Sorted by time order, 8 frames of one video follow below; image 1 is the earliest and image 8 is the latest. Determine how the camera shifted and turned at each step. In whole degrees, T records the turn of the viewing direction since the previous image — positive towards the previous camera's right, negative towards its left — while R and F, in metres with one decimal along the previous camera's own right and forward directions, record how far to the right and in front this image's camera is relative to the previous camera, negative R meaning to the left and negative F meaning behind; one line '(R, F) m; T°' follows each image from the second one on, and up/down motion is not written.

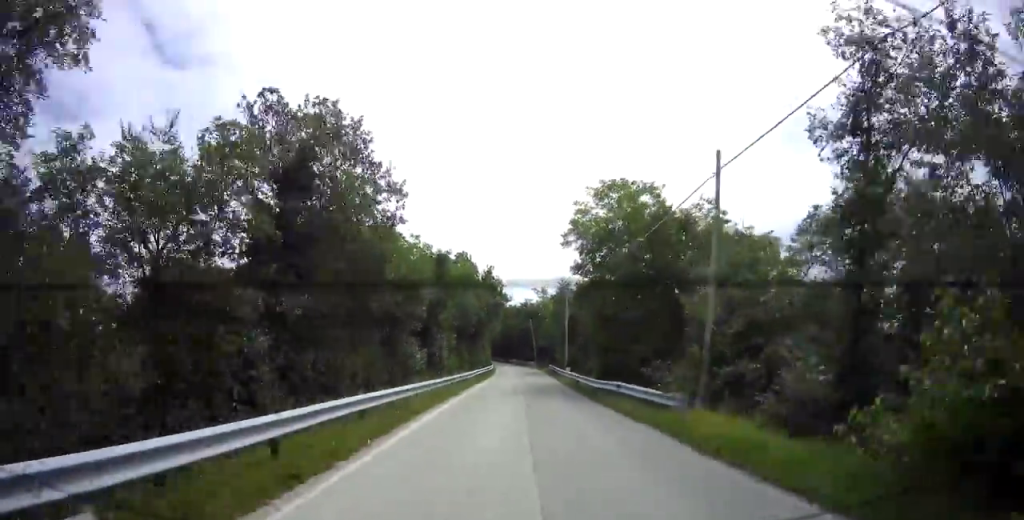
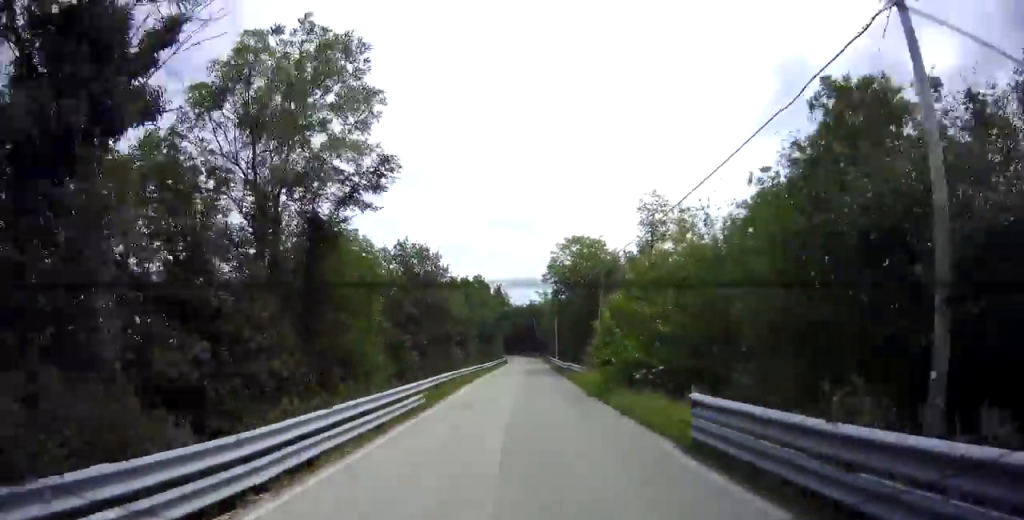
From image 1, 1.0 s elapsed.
(+0.3, +15.0) m; -1°
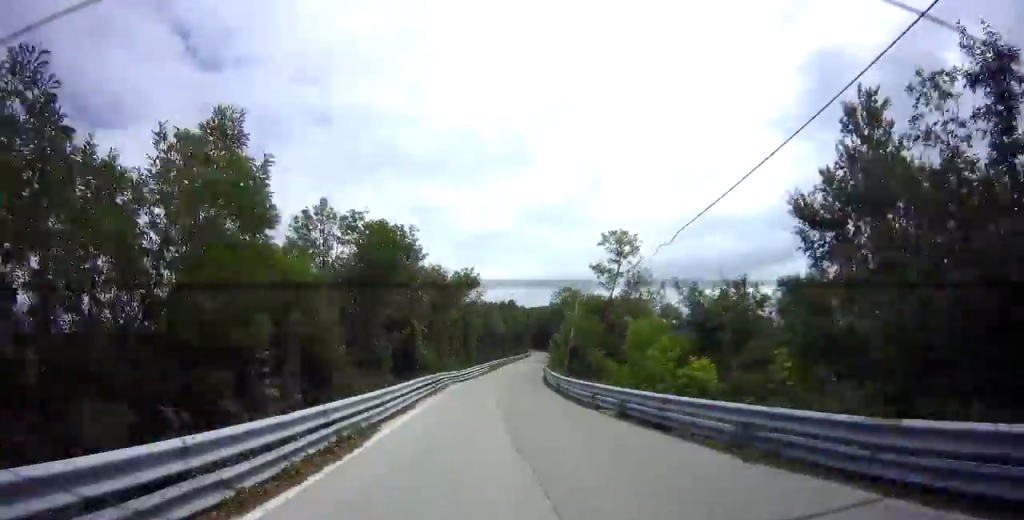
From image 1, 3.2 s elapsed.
(-0.6, +32.6) m; +1°
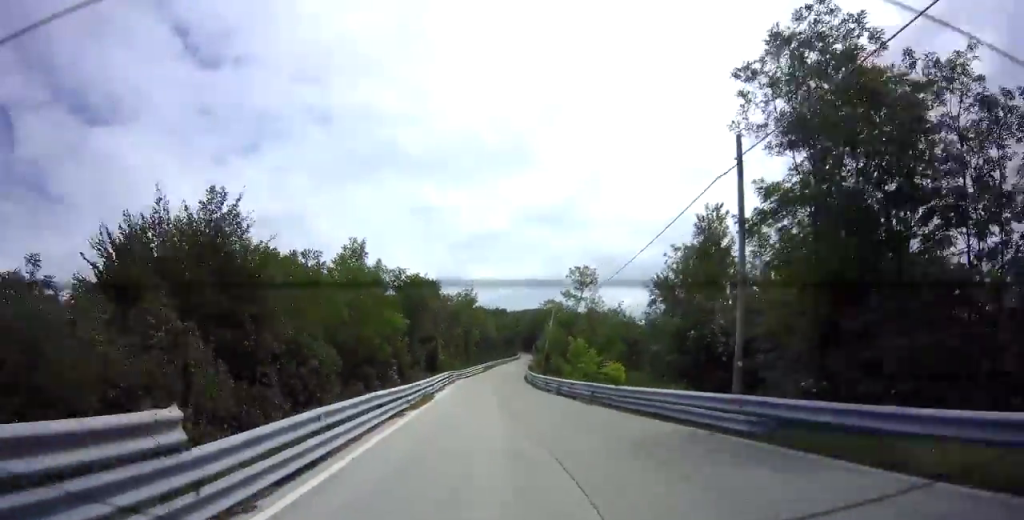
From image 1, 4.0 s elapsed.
(+0.1, +11.0) m; -1°
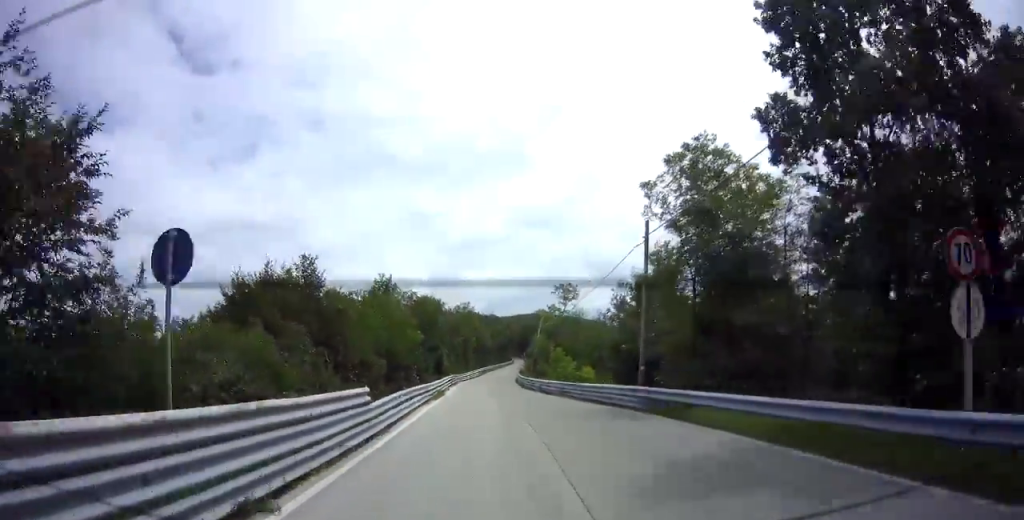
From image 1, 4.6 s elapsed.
(-0.2, +6.3) m; -1°
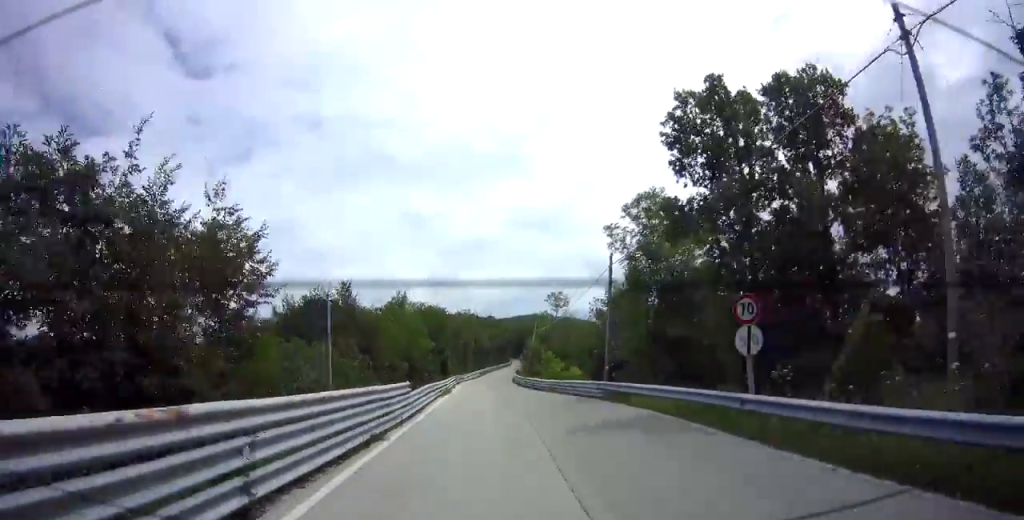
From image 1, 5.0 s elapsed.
(-0.1, +5.1) m; -1°
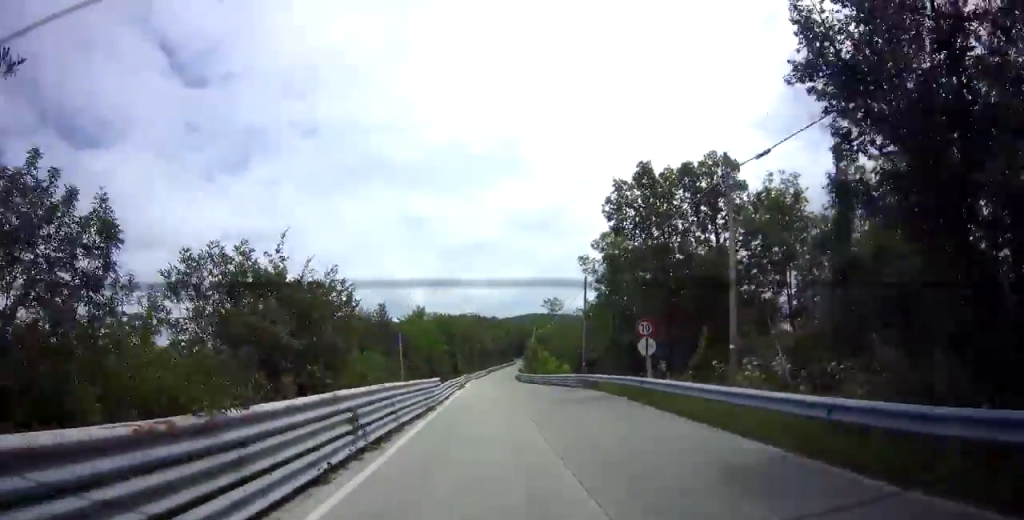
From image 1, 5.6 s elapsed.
(0.0, +6.8) m; -3°
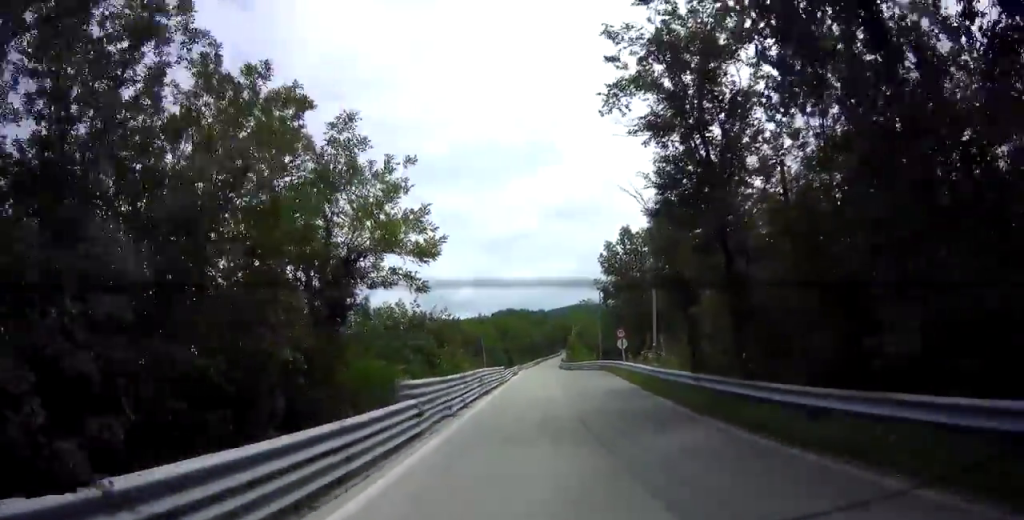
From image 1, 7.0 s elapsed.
(-0.9, +13.3) m; -10°
